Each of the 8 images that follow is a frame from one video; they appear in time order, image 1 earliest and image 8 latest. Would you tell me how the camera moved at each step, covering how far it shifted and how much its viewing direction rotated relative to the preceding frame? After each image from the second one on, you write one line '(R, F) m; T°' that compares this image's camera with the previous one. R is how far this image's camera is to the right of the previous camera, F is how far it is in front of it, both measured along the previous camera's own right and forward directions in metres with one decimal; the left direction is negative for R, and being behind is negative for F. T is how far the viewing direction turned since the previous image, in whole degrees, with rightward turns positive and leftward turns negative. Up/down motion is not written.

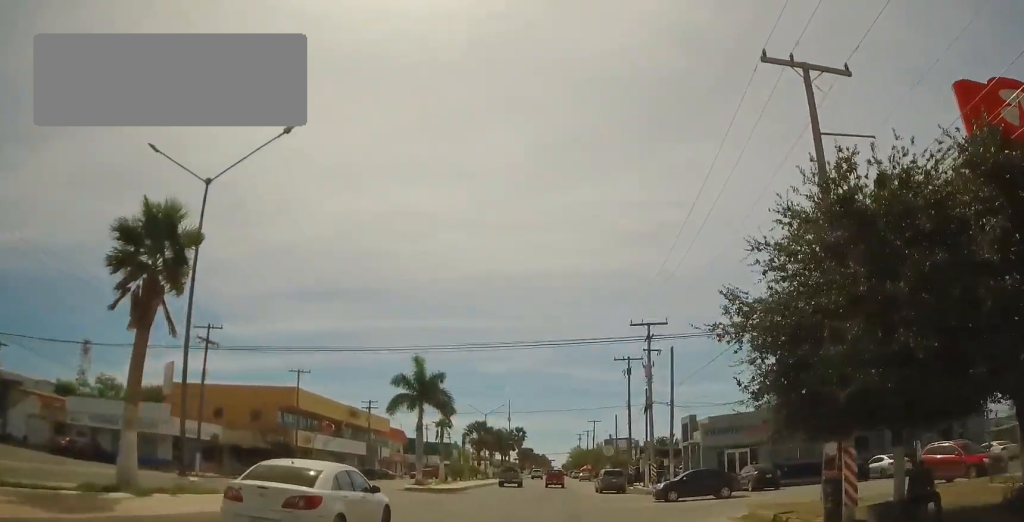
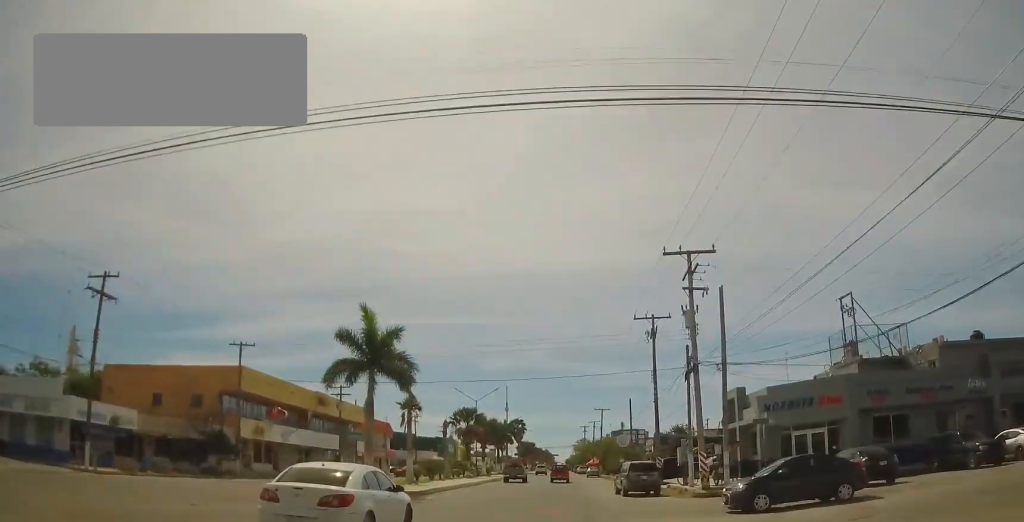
(0.0, +13.4) m; 0°
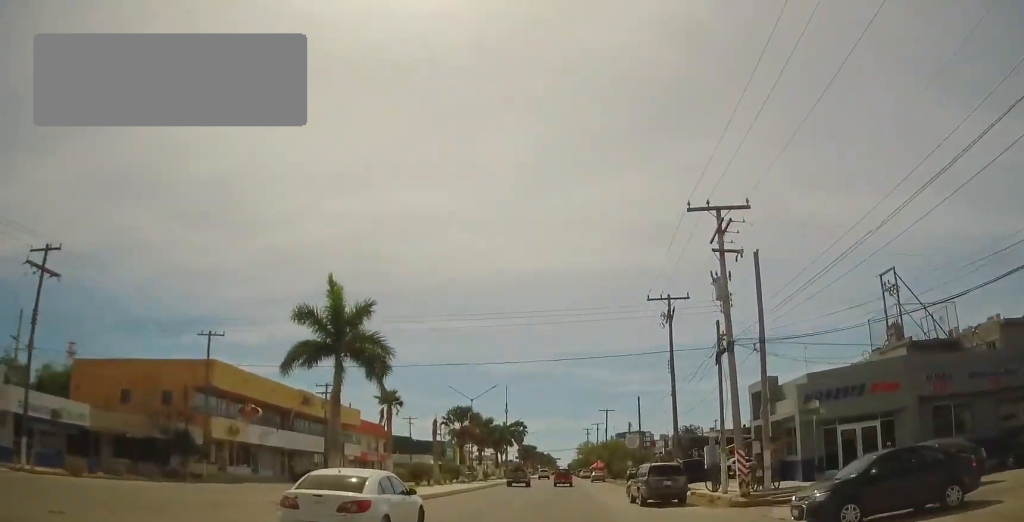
(0.0, +5.7) m; 0°
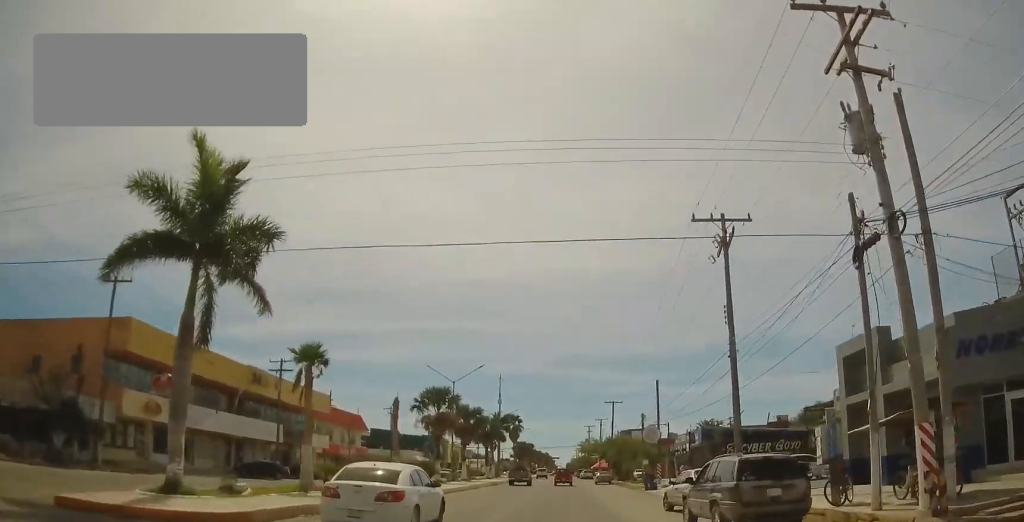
(-0.2, +12.2) m; -2°
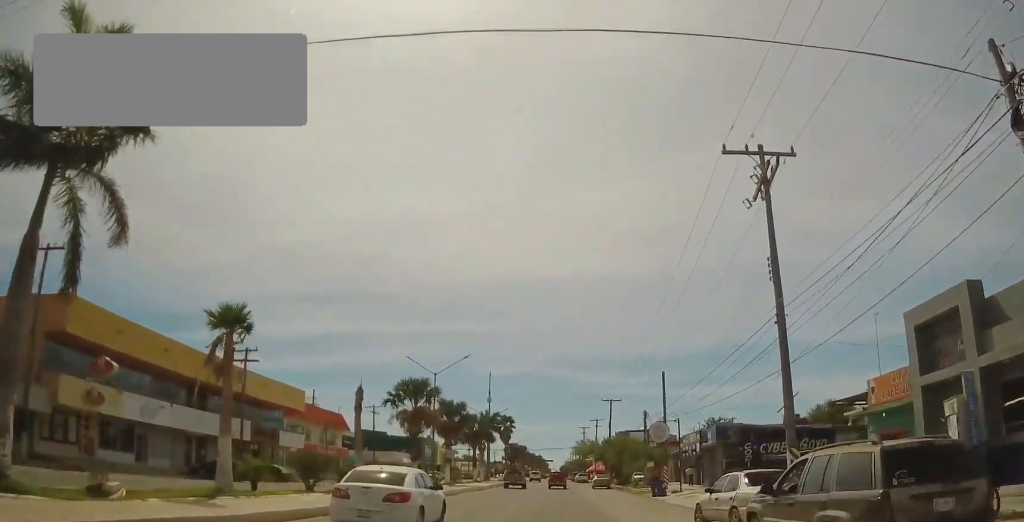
(-0.4, +6.0) m; +2°
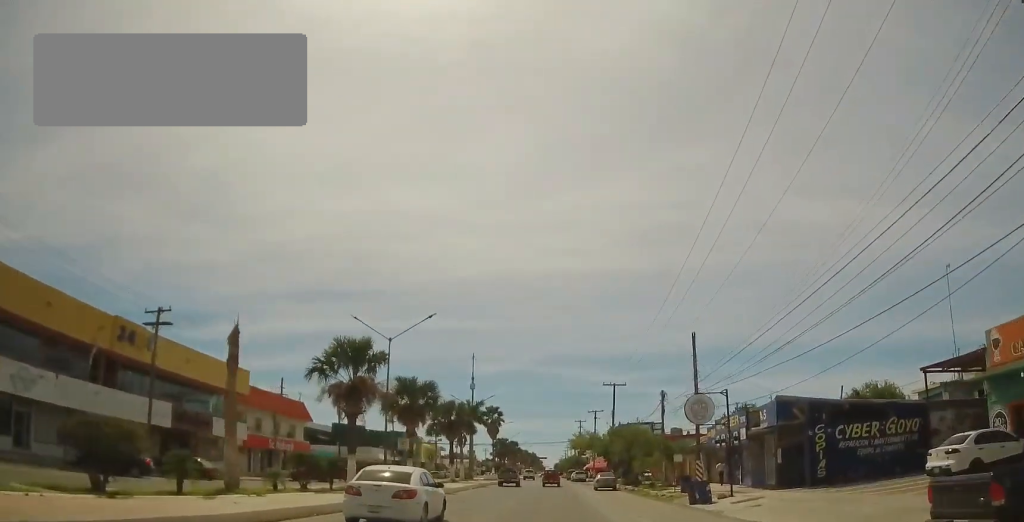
(+0.8, +12.4) m; +1°
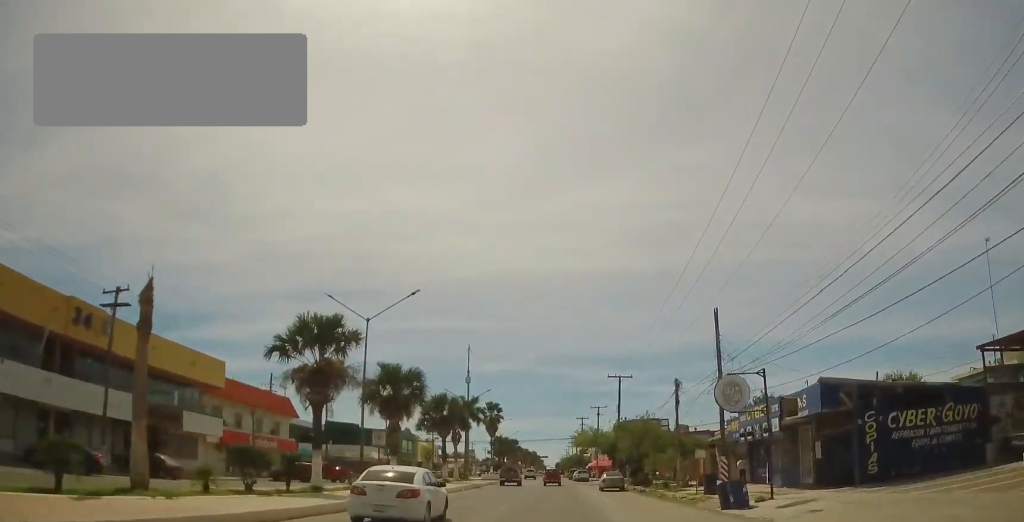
(-0.5, +4.8) m; 0°
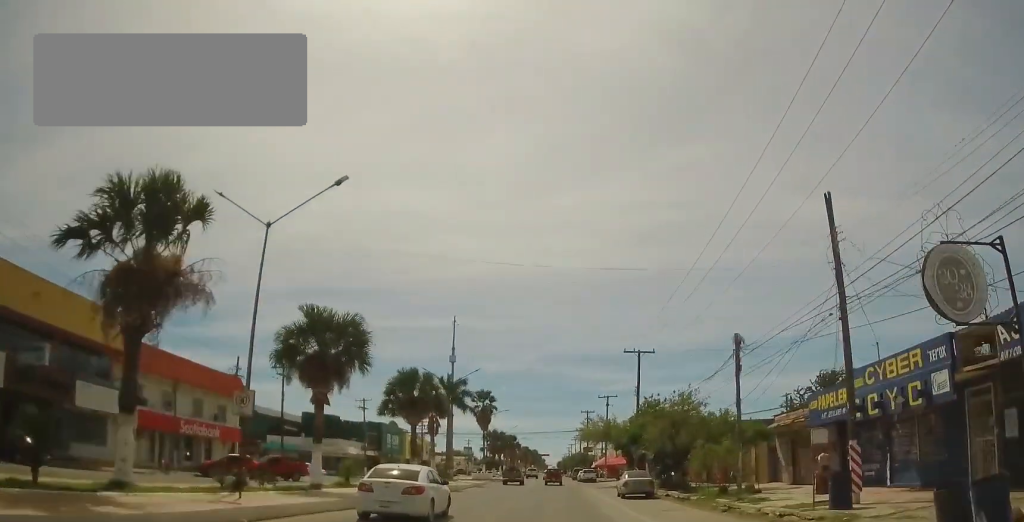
(+0.6, +12.7) m; 0°
